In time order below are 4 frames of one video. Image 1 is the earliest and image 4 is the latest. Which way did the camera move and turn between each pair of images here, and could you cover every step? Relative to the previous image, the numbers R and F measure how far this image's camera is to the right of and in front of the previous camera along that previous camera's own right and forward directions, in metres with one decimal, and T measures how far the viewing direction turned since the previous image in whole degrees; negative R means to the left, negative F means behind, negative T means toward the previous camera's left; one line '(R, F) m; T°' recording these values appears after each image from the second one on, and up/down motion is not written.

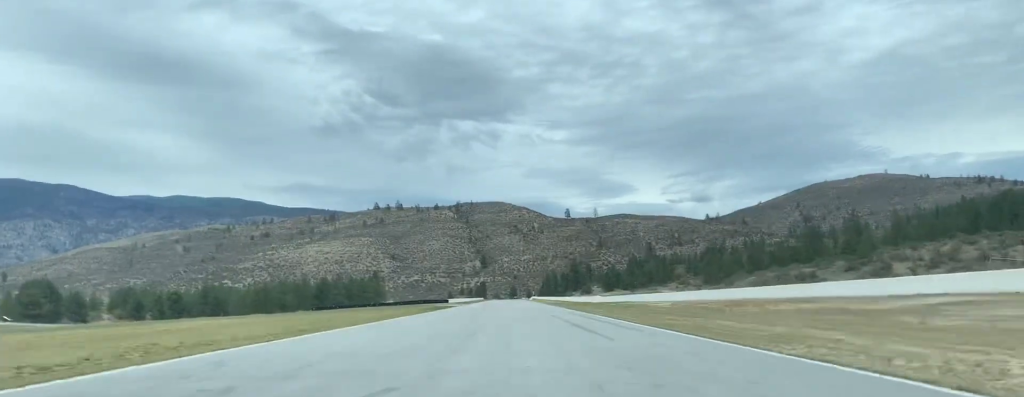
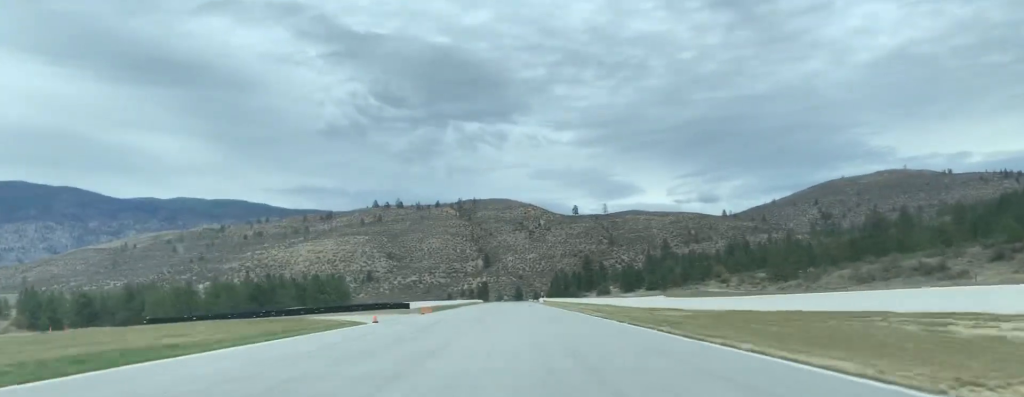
(+0.2, +71.0) m; 0°
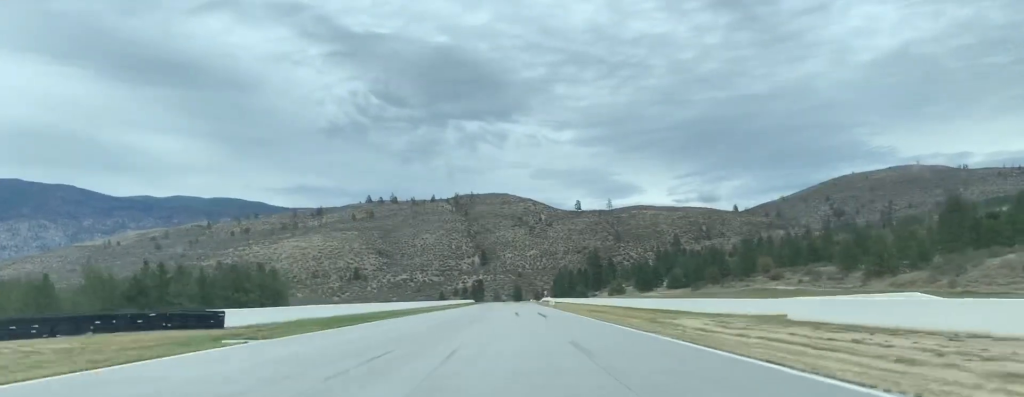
(-0.2, +65.9) m; 0°
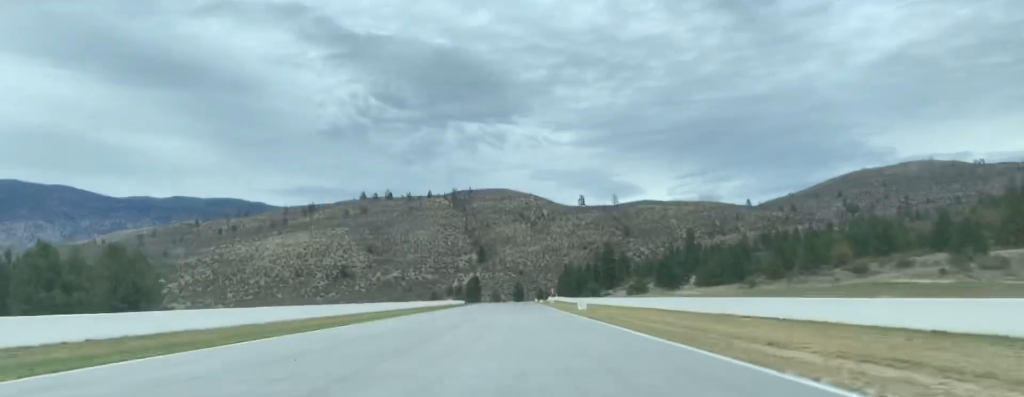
(+0.1, +62.4) m; 0°
